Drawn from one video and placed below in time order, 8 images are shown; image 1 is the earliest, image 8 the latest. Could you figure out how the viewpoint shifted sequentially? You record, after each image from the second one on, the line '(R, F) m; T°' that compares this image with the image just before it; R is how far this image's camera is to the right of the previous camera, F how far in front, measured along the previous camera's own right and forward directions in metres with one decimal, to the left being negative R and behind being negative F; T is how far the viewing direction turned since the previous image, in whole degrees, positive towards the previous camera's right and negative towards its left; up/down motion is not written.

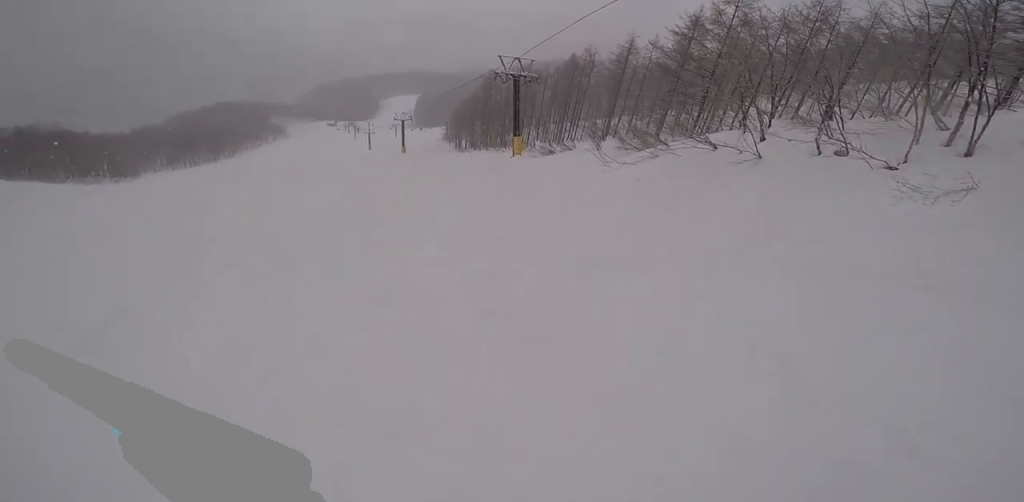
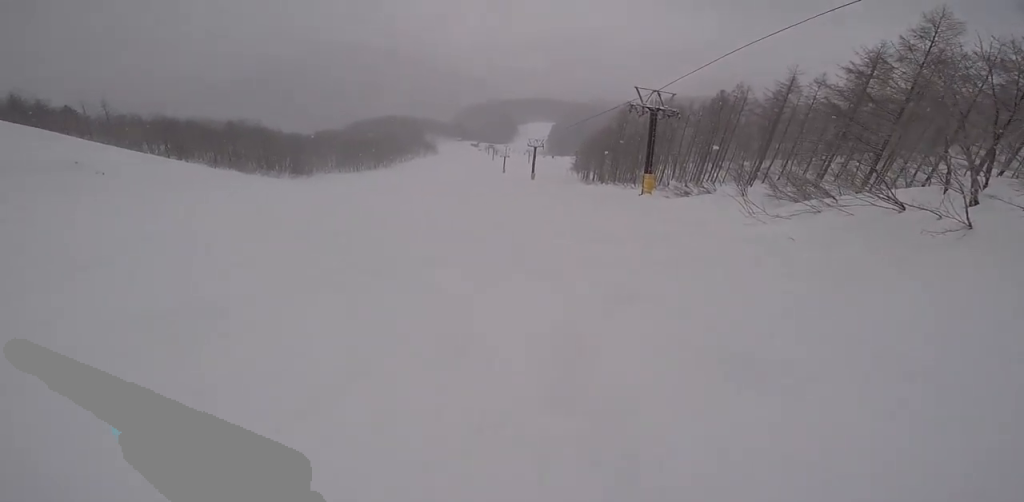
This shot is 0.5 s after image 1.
(-0.2, +1.5) m; -9°
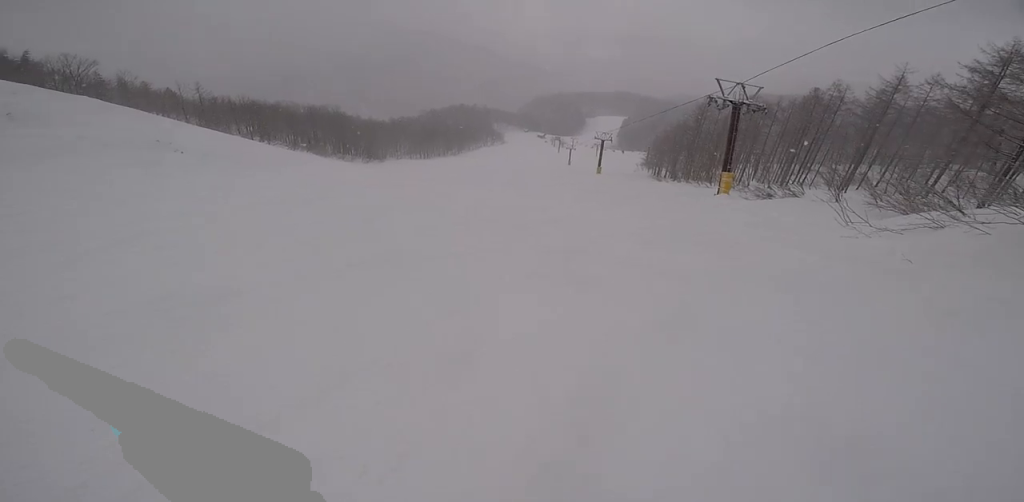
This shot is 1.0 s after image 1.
(+0.5, +1.5) m; -6°
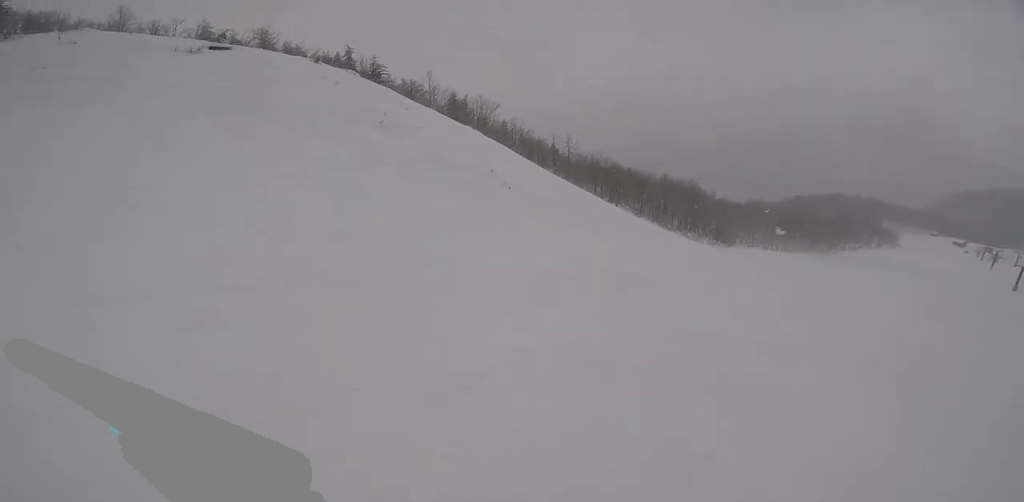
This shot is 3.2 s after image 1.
(-4.6, +5.8) m; -64°
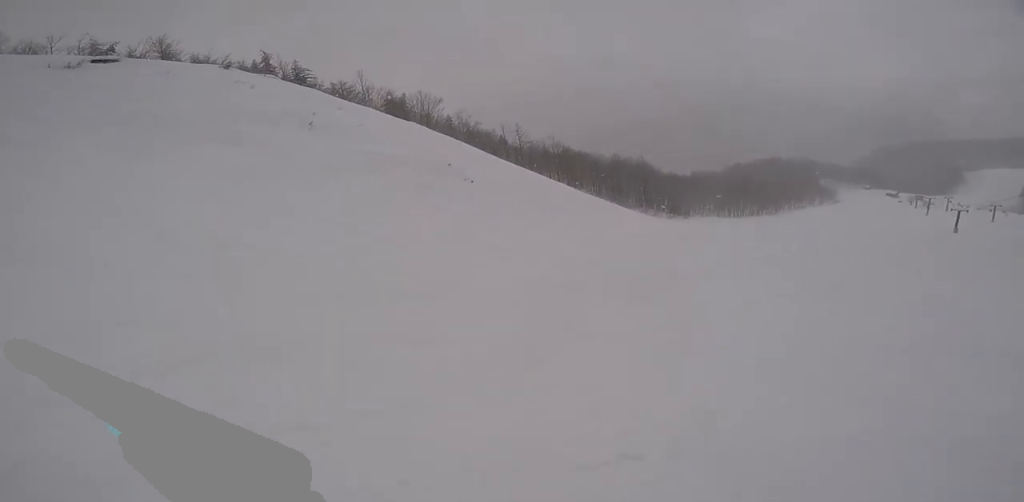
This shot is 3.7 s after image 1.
(-0.3, +2.2) m; +4°
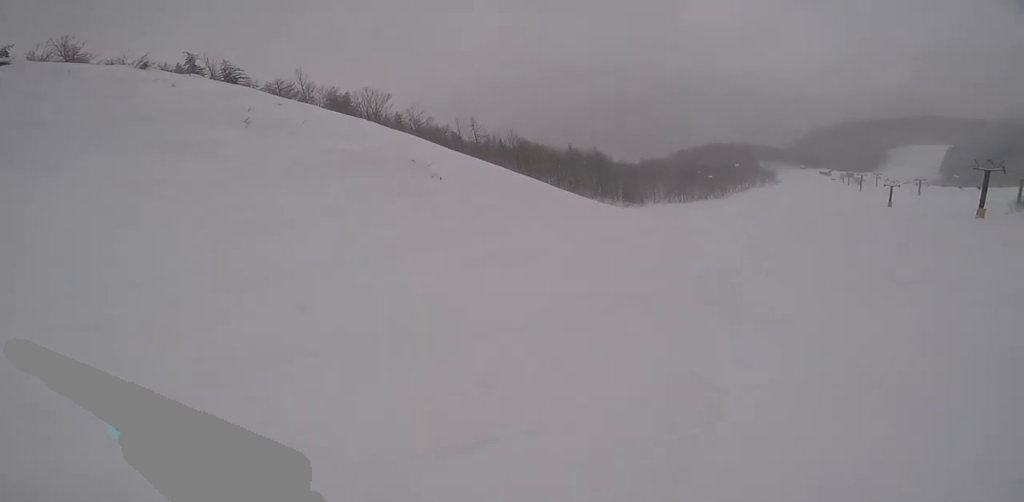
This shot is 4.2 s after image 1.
(-0.5, +2.1) m; +7°
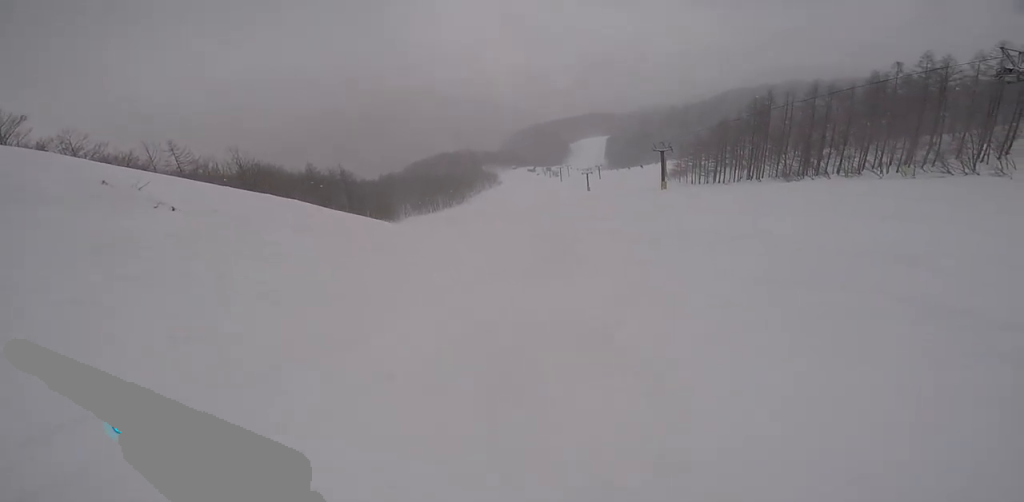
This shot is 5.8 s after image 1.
(+2.4, +5.6) m; +40°
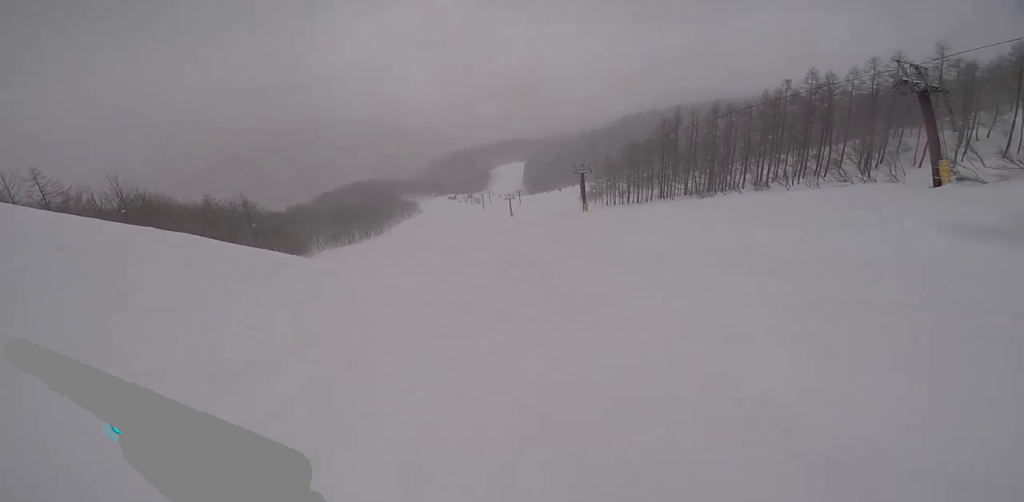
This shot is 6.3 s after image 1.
(-0.4, +1.8) m; +14°
